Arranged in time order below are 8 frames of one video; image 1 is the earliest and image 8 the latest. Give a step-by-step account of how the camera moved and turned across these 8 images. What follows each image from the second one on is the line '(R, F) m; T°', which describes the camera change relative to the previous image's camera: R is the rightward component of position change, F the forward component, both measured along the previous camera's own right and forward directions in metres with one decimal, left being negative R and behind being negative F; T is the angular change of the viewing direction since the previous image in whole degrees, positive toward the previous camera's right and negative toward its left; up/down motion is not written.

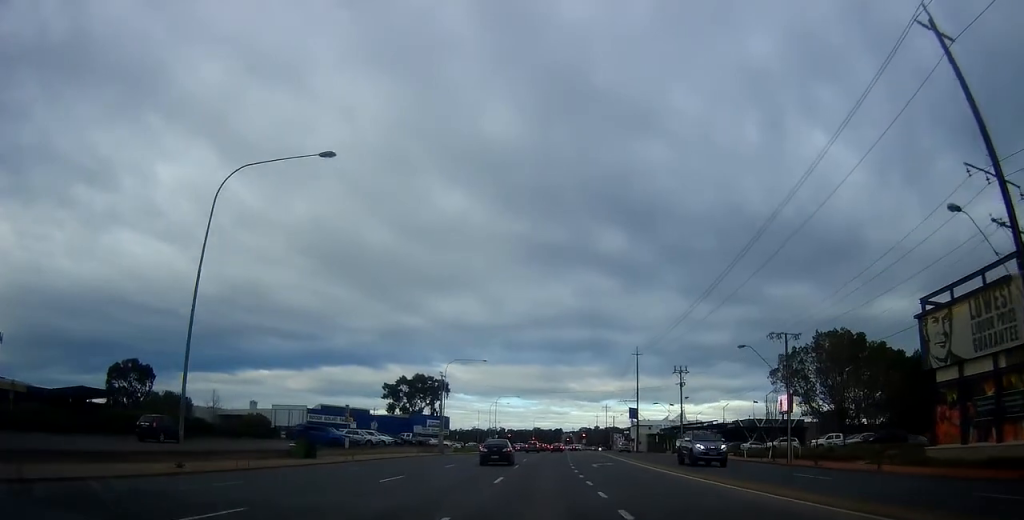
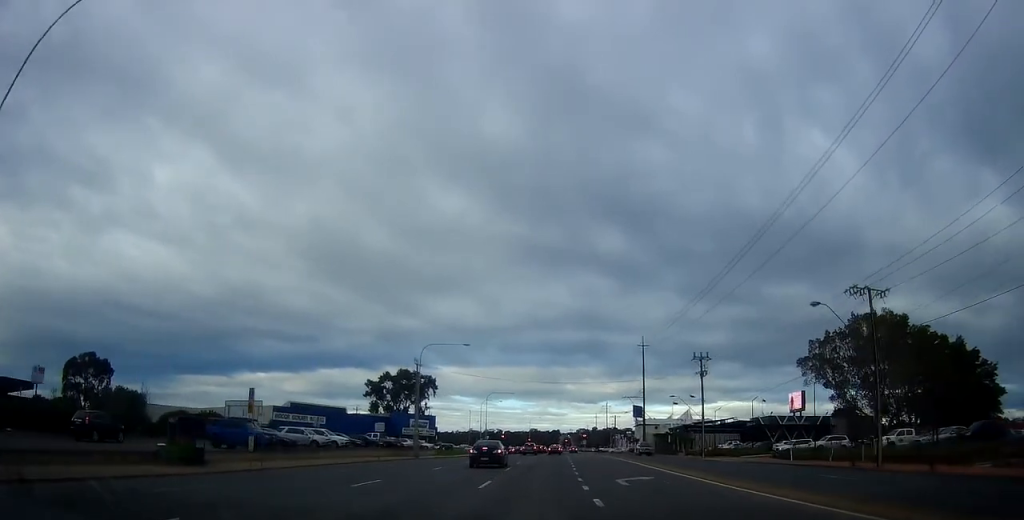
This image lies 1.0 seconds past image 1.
(-0.1, +13.5) m; +1°
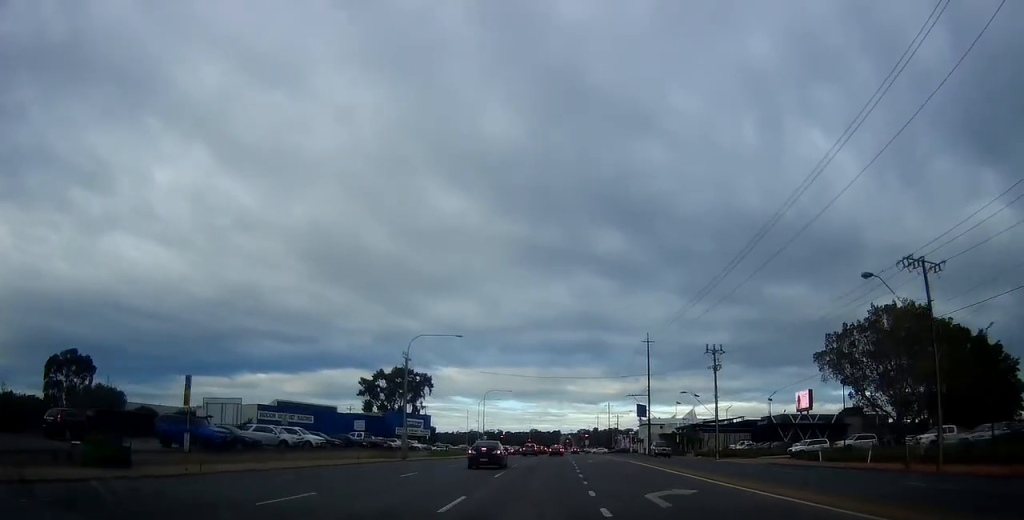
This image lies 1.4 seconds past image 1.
(+0.3, +5.7) m; +1°
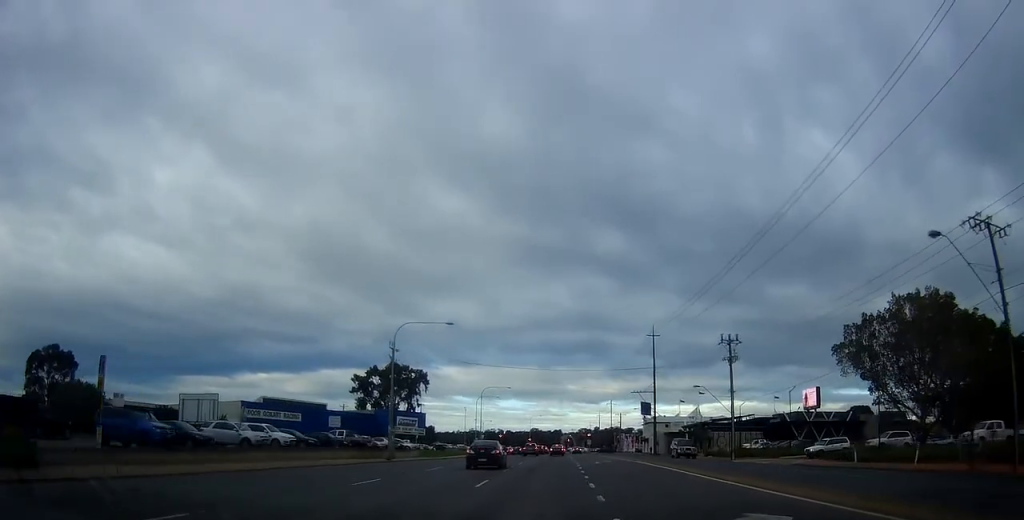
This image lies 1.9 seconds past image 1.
(-0.1, +5.6) m; -1°
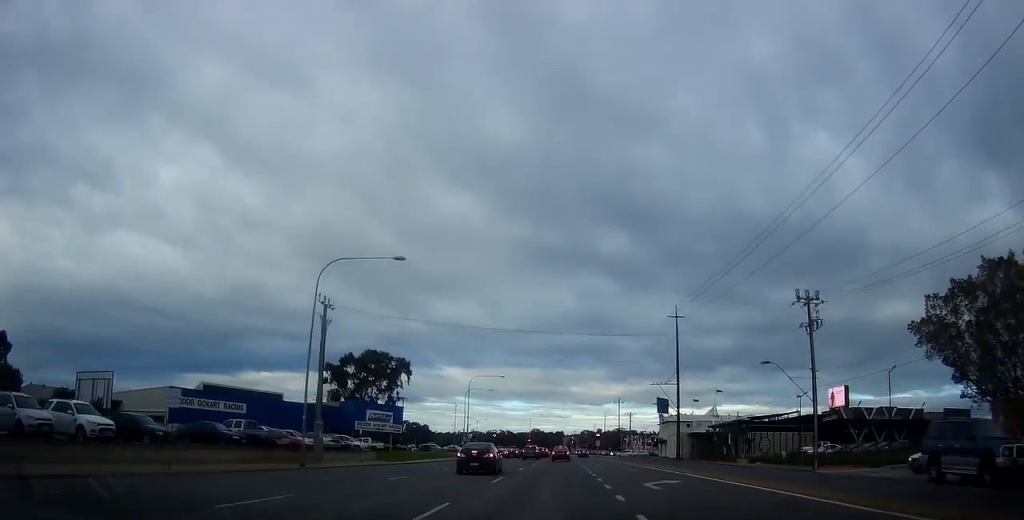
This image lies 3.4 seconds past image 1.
(-0.5, +19.3) m; -2°
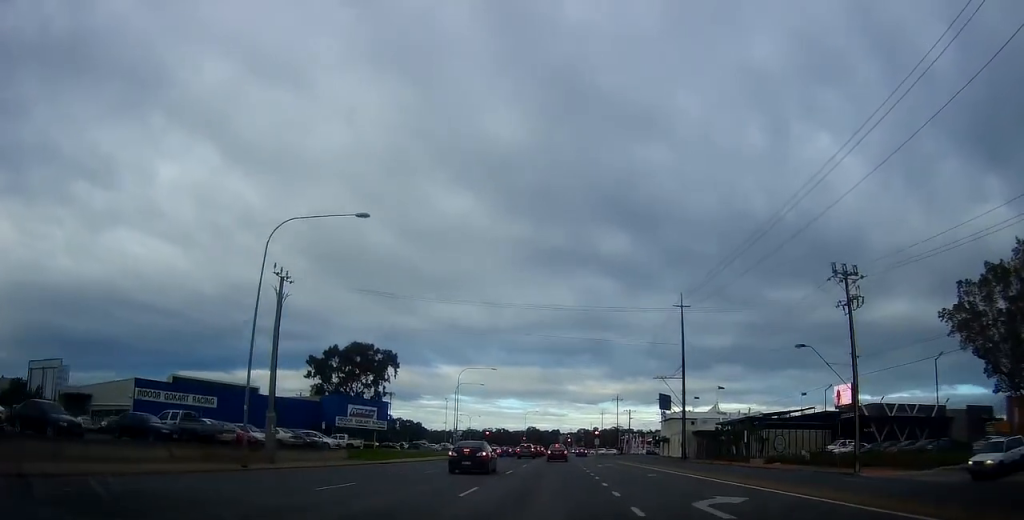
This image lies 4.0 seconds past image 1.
(0.0, +6.7) m; 0°
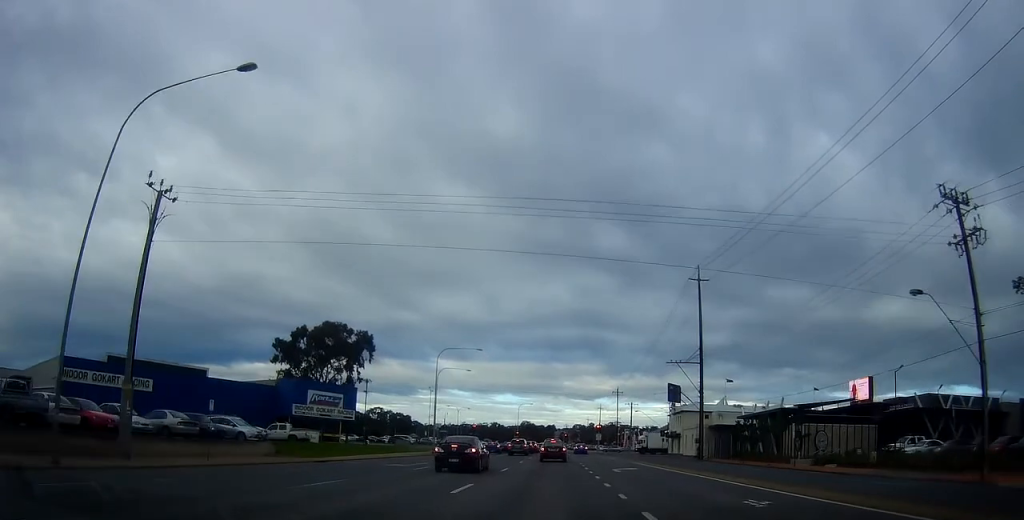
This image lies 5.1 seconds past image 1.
(0.0, +13.0) m; +1°
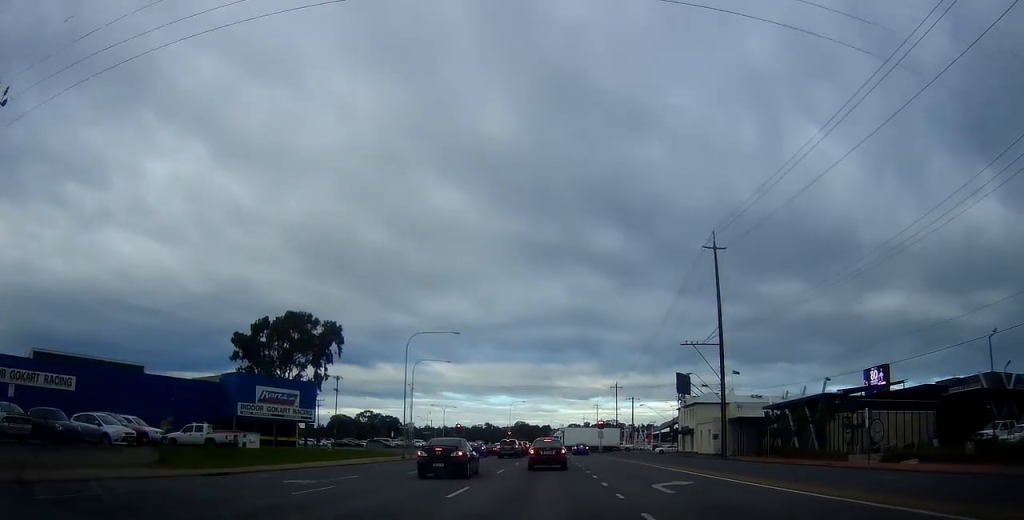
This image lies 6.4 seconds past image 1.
(+0.4, +12.3) m; +1°
